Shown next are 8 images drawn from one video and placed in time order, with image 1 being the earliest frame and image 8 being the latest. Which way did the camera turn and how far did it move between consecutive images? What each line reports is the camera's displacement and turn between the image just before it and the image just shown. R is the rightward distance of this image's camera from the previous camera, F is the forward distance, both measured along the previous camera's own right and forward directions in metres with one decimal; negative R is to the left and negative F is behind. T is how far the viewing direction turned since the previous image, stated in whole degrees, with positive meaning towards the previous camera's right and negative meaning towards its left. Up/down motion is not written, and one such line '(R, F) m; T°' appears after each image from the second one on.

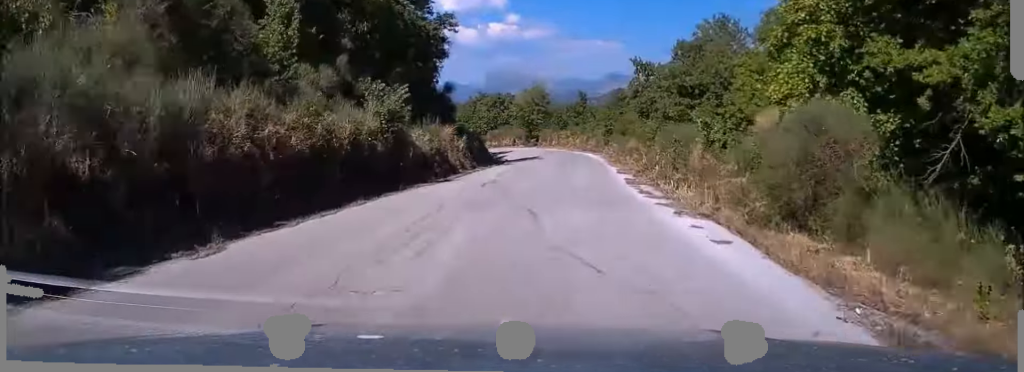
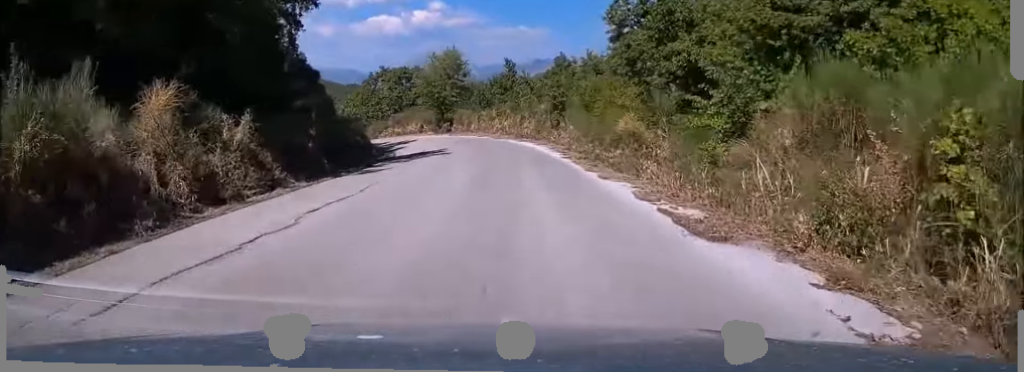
(+2.3, +25.0) m; +6°
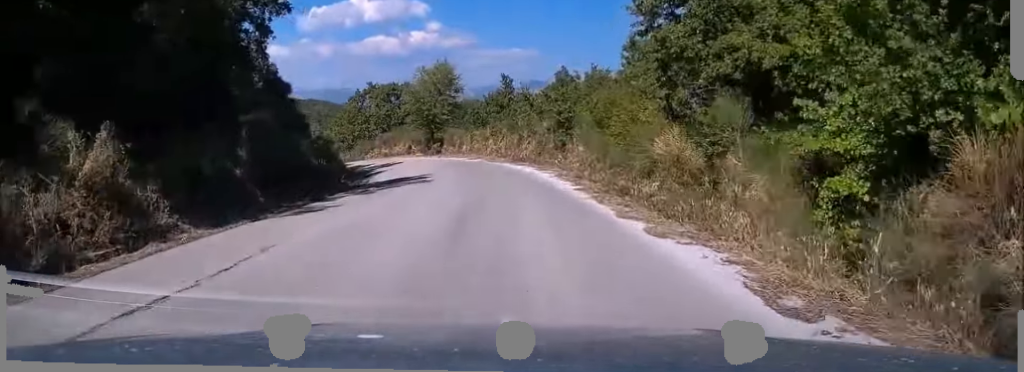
(-0.1, +6.6) m; -1°
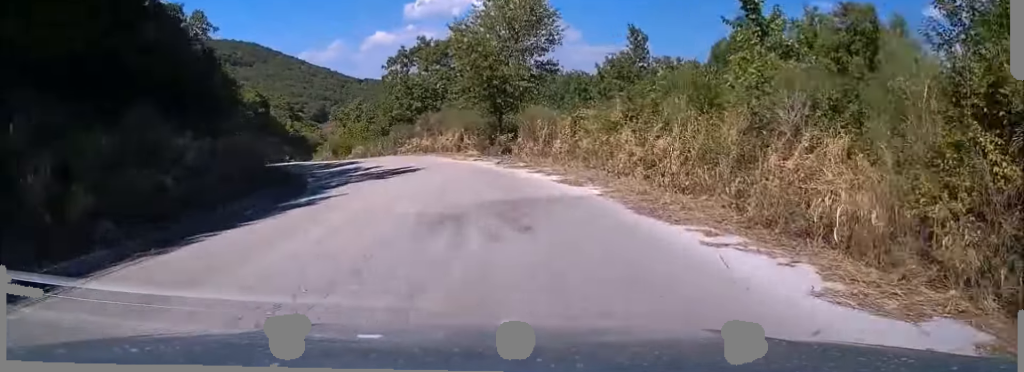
(-1.7, +30.7) m; -9°
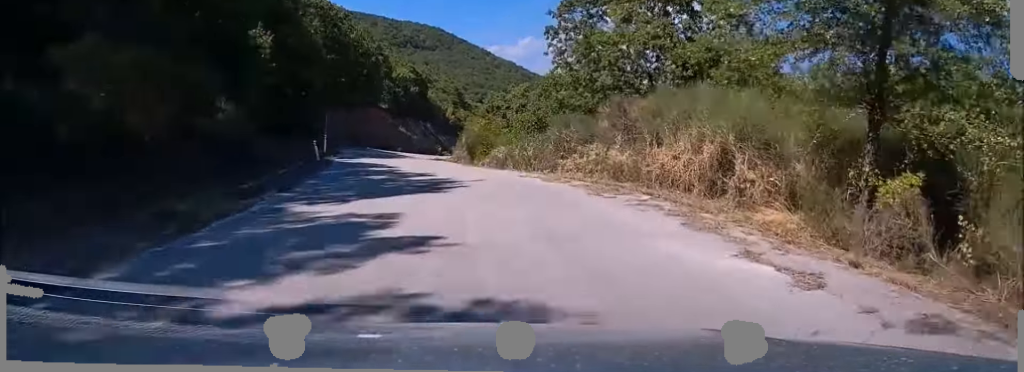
(-2.8, +24.1) m; -13°
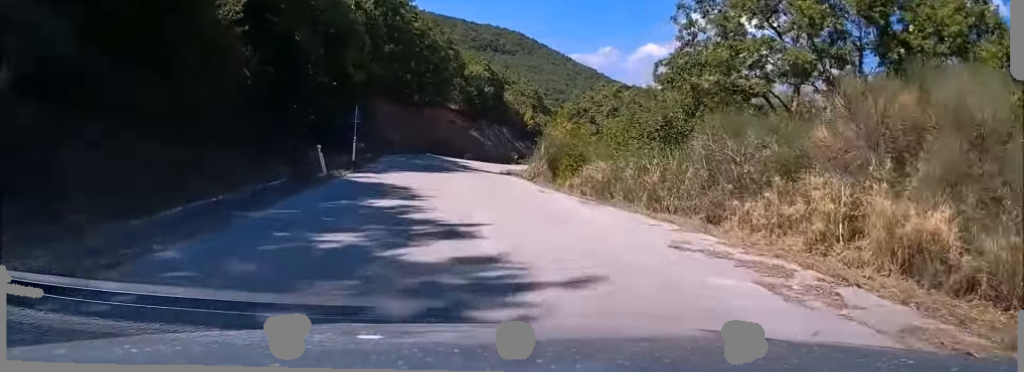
(-0.7, +12.0) m; -5°
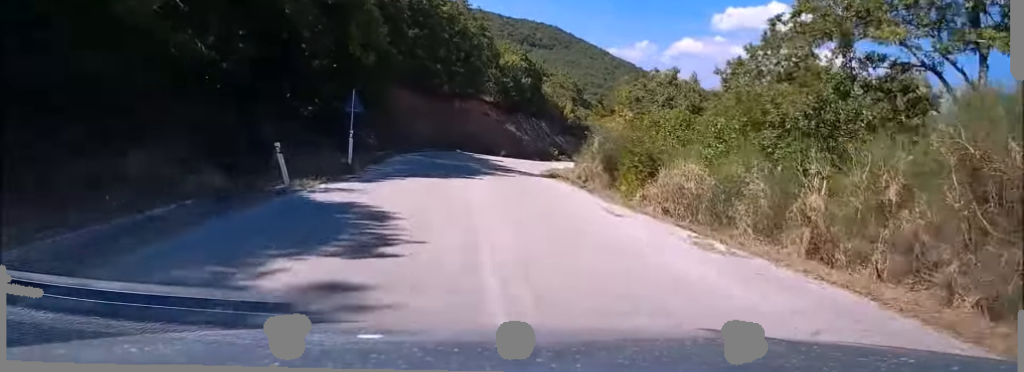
(-0.3, +8.2) m; -2°
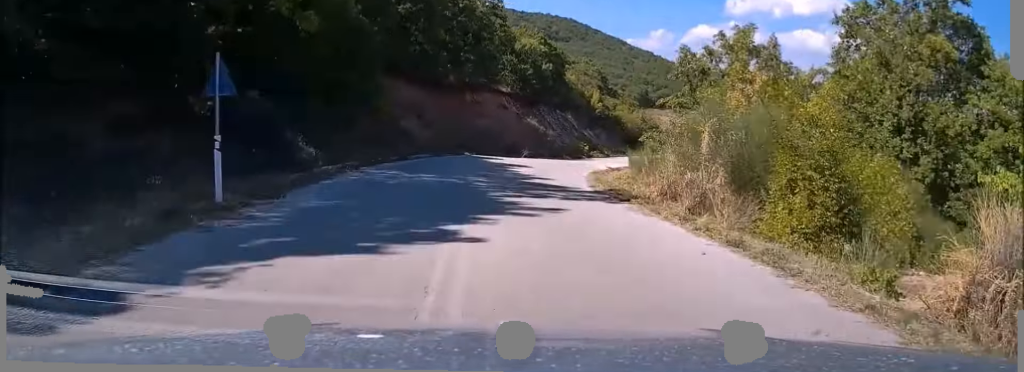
(-0.1, +13.3) m; -1°
